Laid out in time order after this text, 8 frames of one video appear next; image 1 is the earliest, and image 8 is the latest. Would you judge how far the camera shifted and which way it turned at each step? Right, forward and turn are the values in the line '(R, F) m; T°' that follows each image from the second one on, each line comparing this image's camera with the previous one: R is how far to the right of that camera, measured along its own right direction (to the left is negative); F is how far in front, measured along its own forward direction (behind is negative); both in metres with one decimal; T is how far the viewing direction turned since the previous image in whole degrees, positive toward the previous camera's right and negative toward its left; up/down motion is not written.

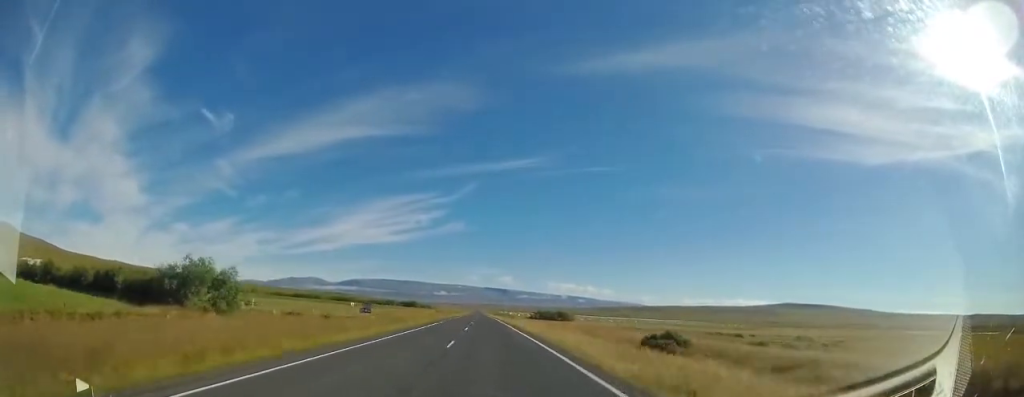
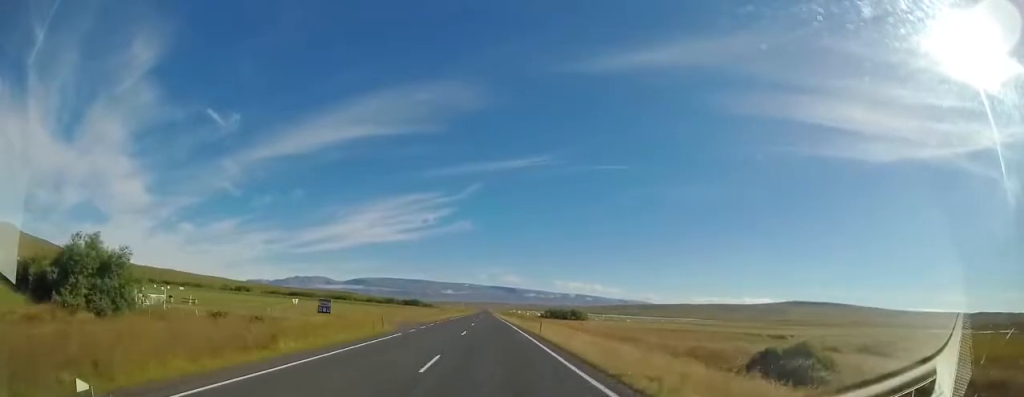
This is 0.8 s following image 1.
(0.0, +17.4) m; -1°
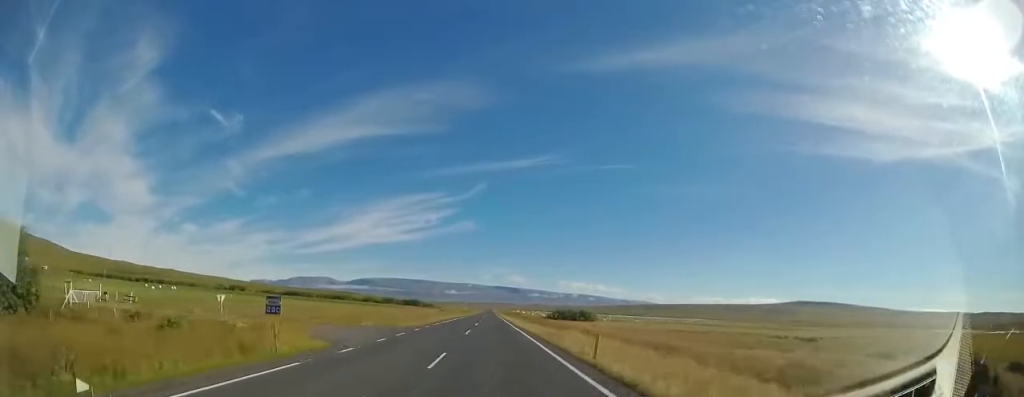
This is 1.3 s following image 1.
(0.0, +11.3) m; -1°
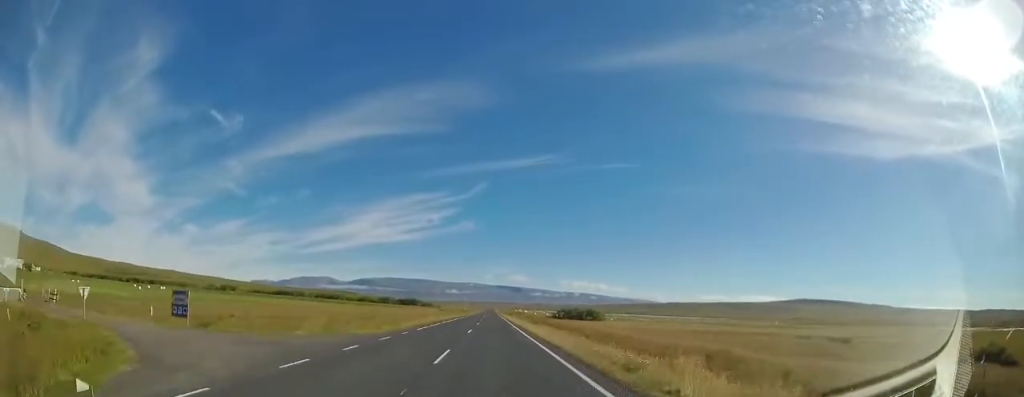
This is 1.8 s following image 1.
(-0.2, +11.4) m; -1°
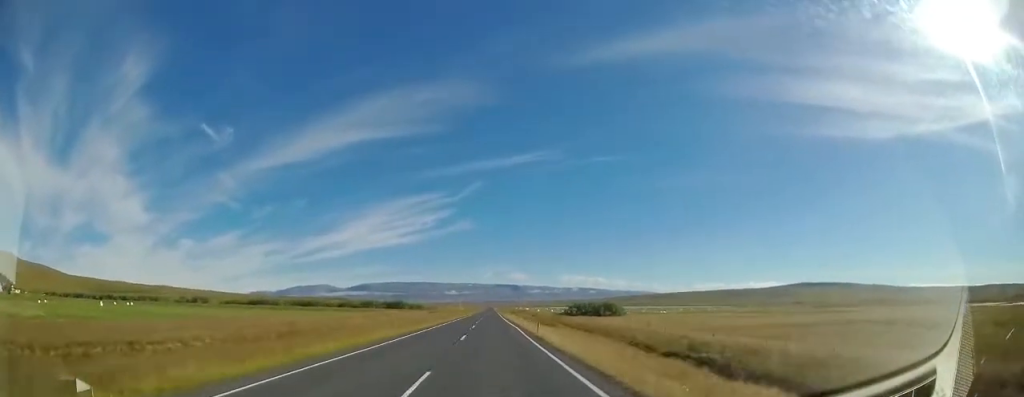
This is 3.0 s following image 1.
(-0.2, +28.0) m; -1°
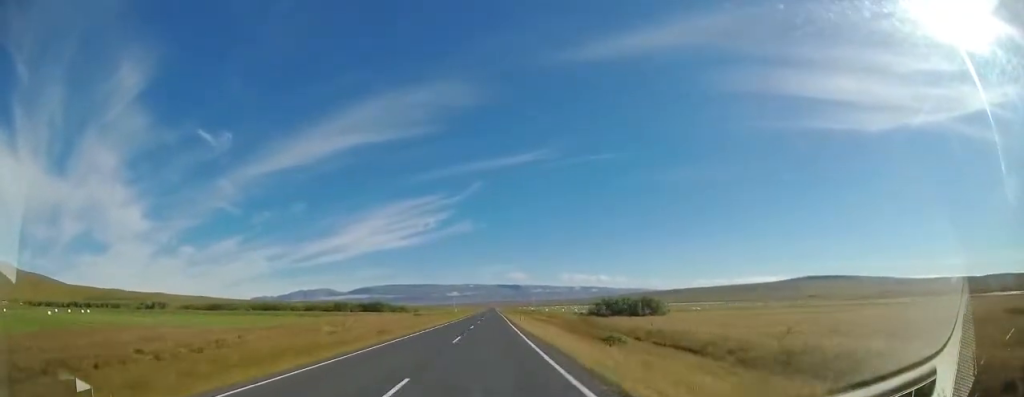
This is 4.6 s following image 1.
(0.0, +36.4) m; +1°
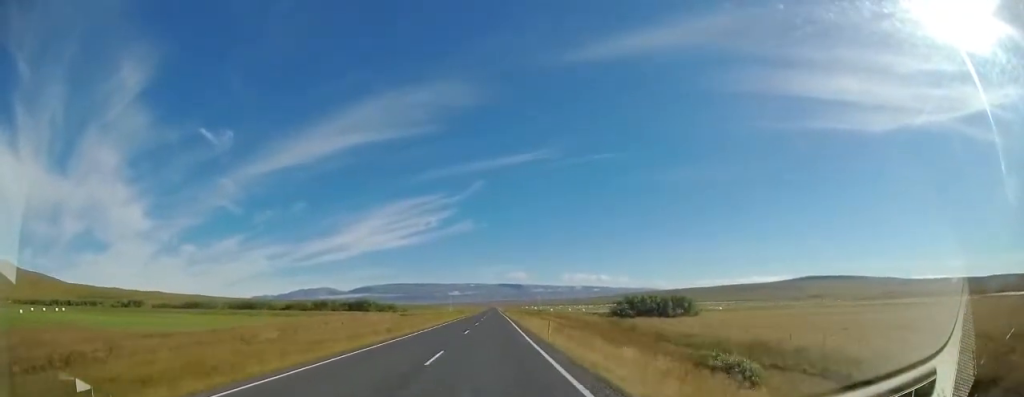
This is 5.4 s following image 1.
(+0.1, +19.0) m; +1°
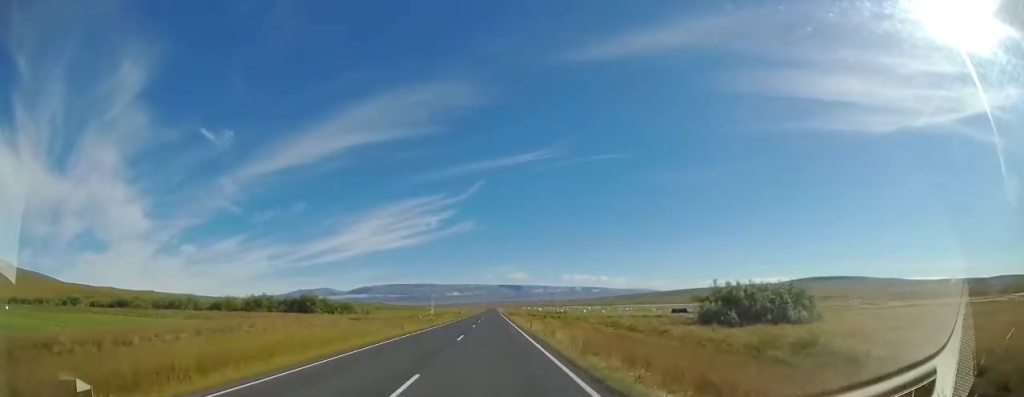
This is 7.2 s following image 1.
(-0.2, +40.5) m; -1°
